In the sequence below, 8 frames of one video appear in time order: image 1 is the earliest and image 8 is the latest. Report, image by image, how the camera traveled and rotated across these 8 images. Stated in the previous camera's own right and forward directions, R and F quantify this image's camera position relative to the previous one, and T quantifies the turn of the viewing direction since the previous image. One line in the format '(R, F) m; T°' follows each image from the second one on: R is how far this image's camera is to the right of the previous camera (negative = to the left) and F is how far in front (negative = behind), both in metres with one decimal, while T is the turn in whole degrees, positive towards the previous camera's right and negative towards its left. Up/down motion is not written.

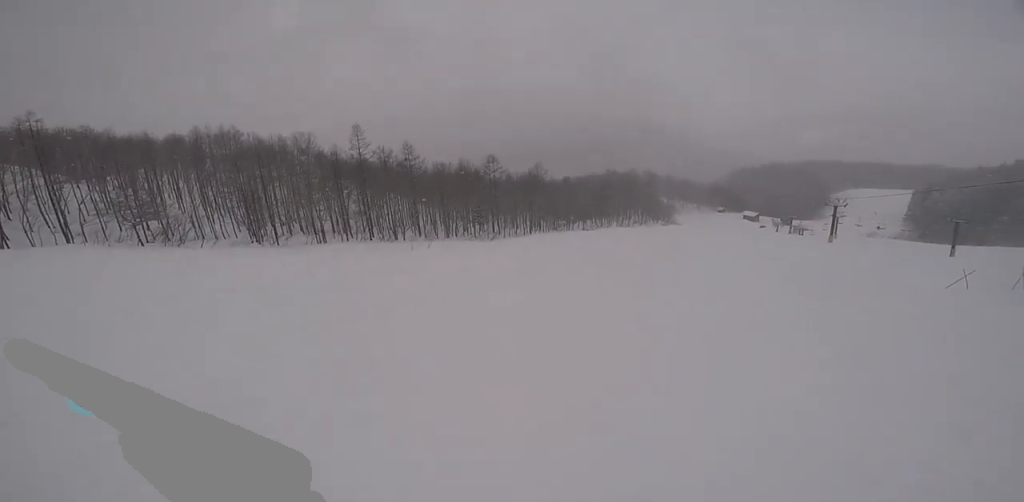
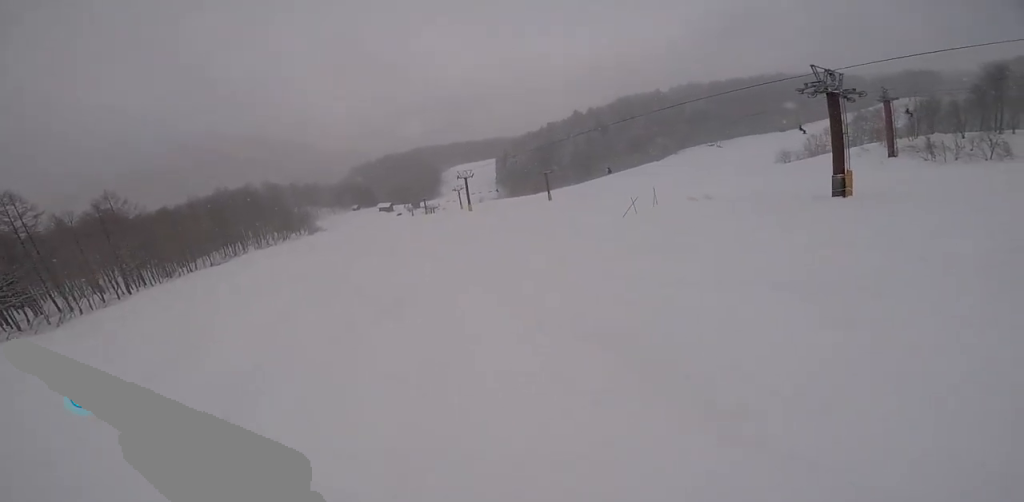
(+3.5, +7.8) m; +53°
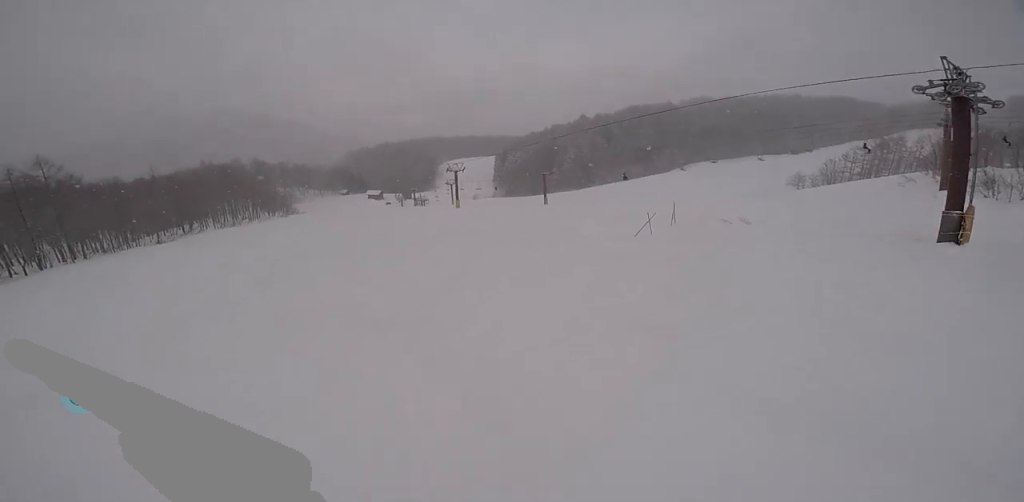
(+2.2, +6.2) m; +19°
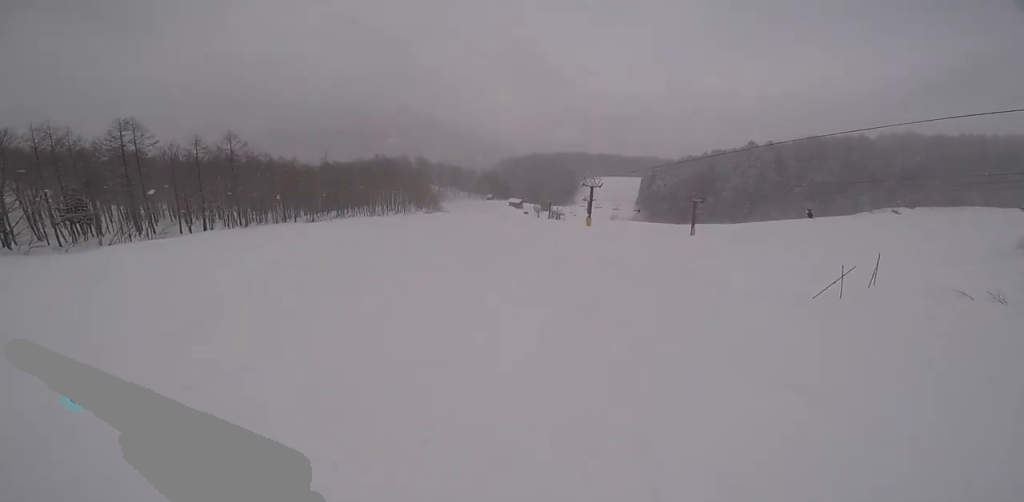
(-1.0, +4.3) m; -29°
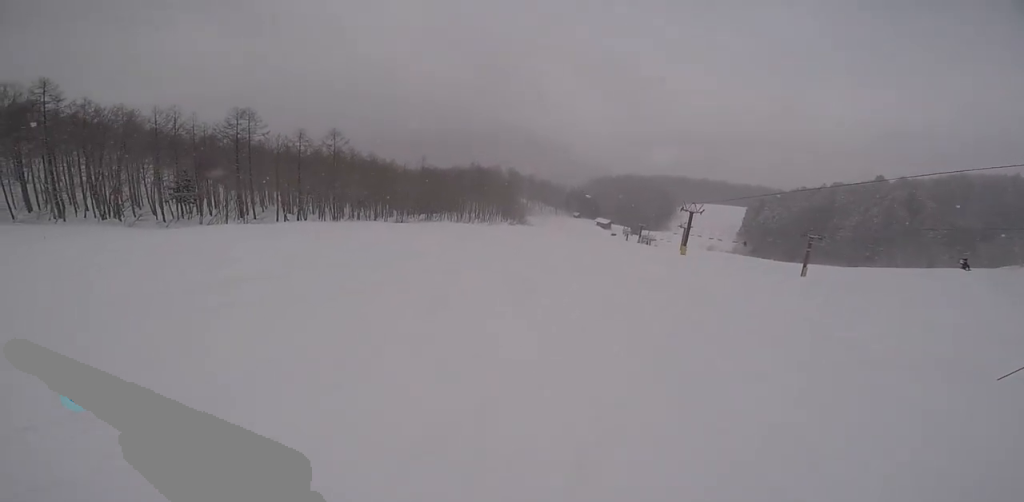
(-0.6, +2.7) m; -17°
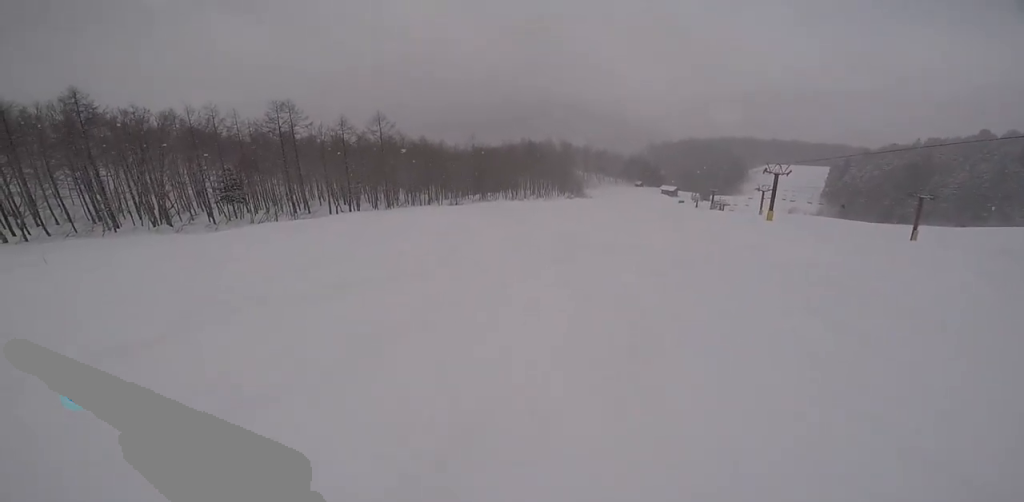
(-0.8, +4.0) m; -9°
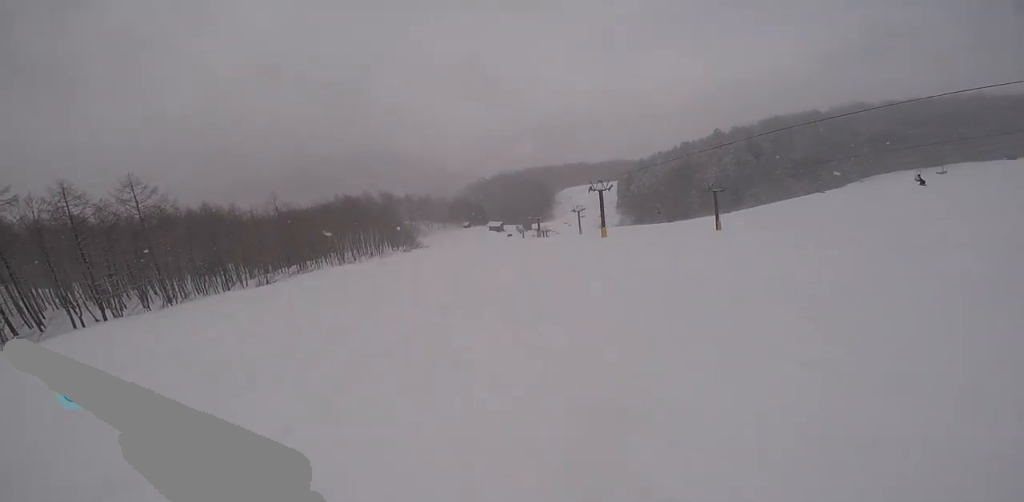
(+1.4, +7.7) m; +21°
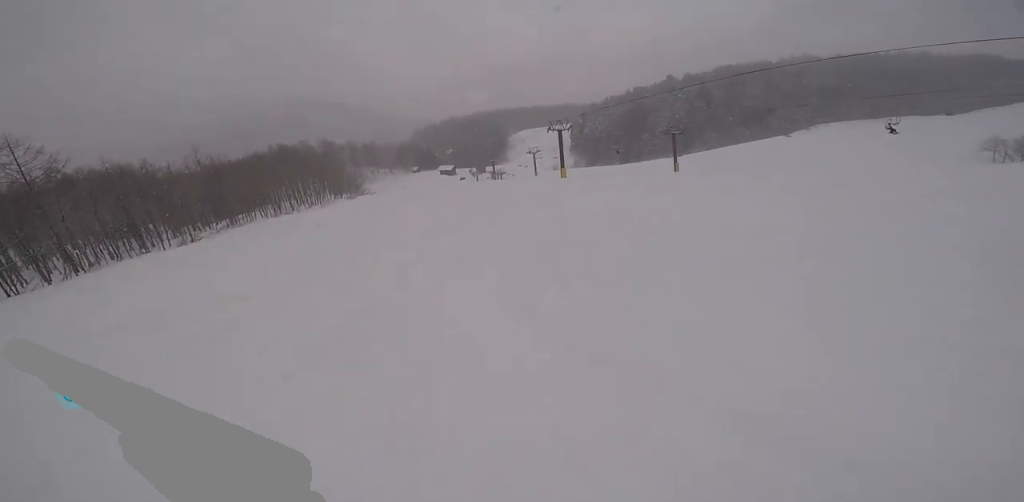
(+0.2, +2.6) m; +7°
